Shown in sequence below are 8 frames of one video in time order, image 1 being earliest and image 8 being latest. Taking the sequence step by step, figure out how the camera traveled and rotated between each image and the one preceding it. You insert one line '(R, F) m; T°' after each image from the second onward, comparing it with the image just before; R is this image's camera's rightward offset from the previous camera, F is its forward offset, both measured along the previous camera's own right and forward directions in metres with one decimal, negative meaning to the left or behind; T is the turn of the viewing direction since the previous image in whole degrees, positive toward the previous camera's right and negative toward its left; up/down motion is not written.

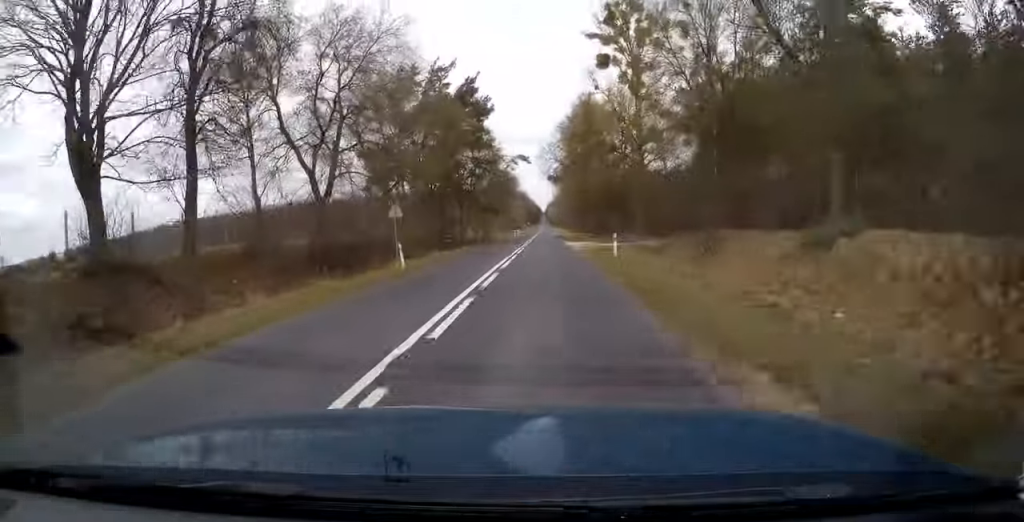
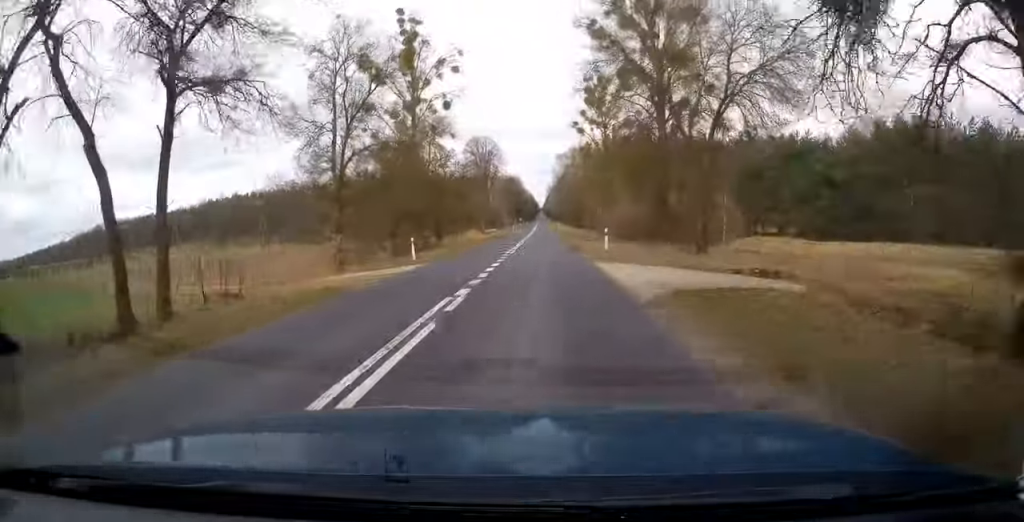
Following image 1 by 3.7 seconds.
(+0.4, +99.4) m; 0°
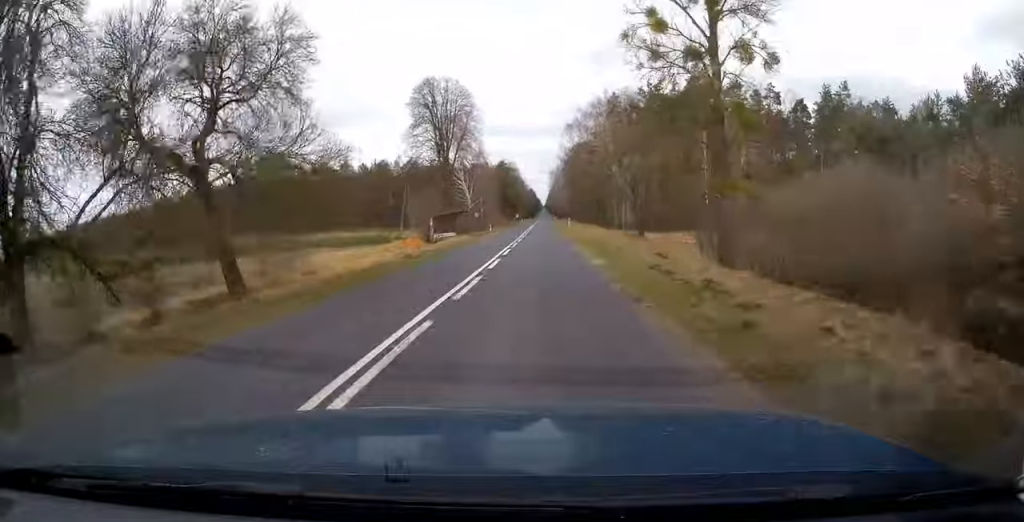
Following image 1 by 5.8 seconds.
(-0.2, +56.3) m; 0°
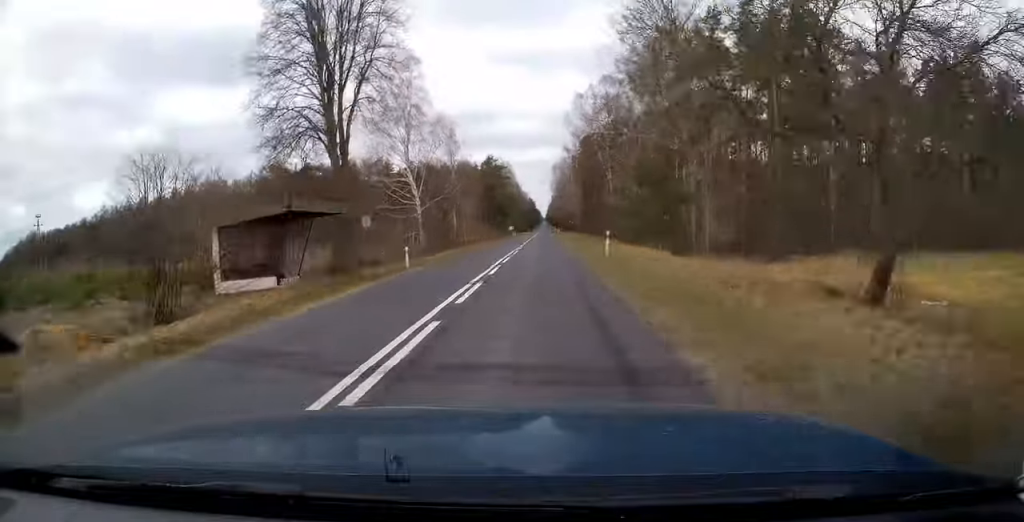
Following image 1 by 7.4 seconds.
(0.0, +44.2) m; 0°
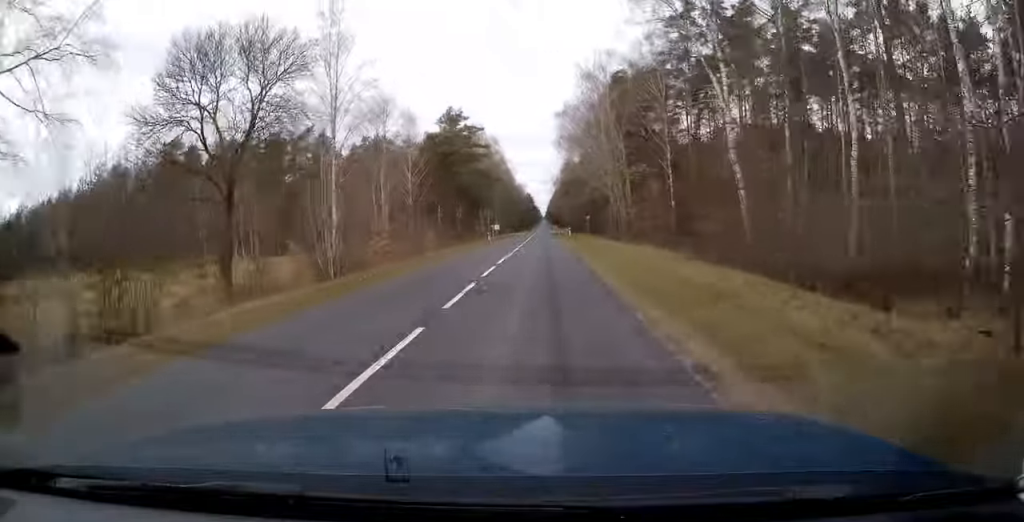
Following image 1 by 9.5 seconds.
(-0.2, +57.2) m; 0°
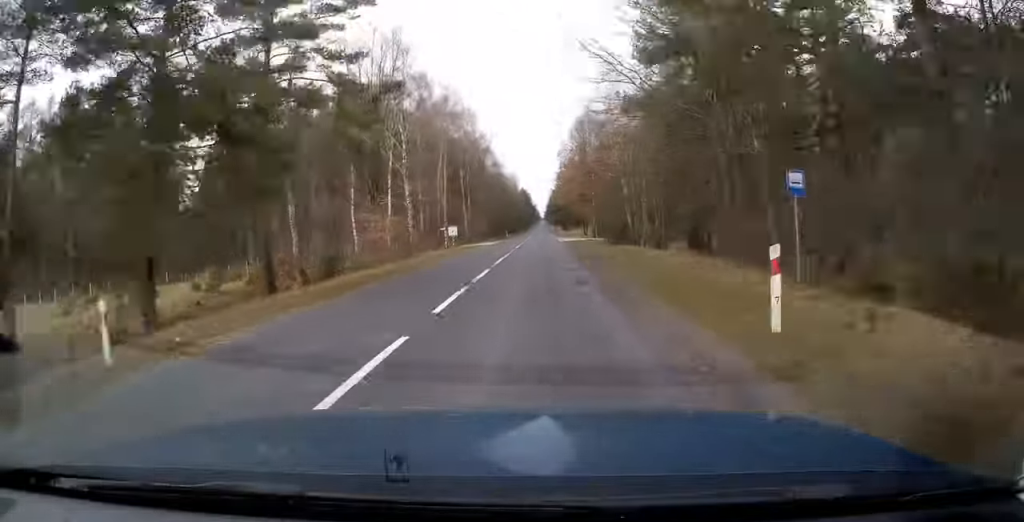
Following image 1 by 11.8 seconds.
(-0.1, +62.3) m; 0°
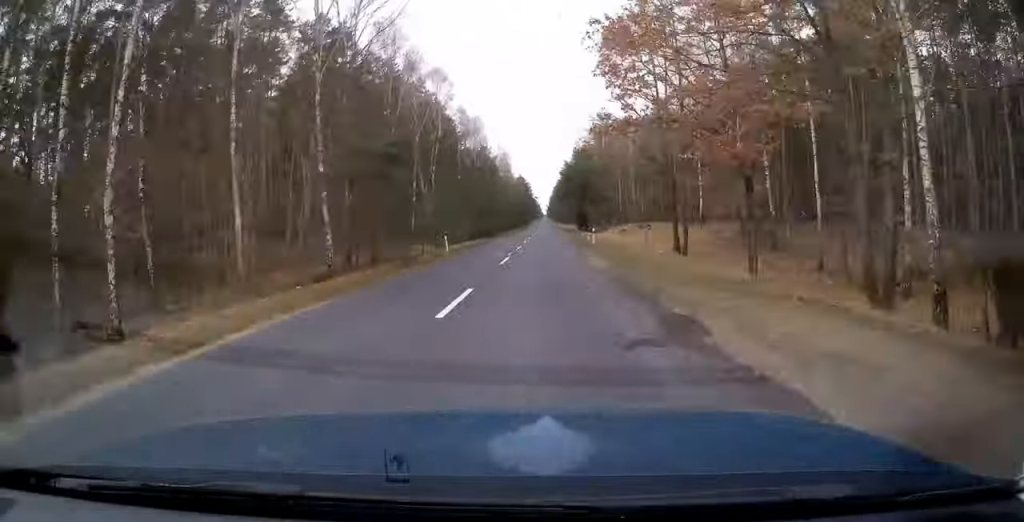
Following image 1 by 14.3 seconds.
(-0.2, +67.4) m; 0°
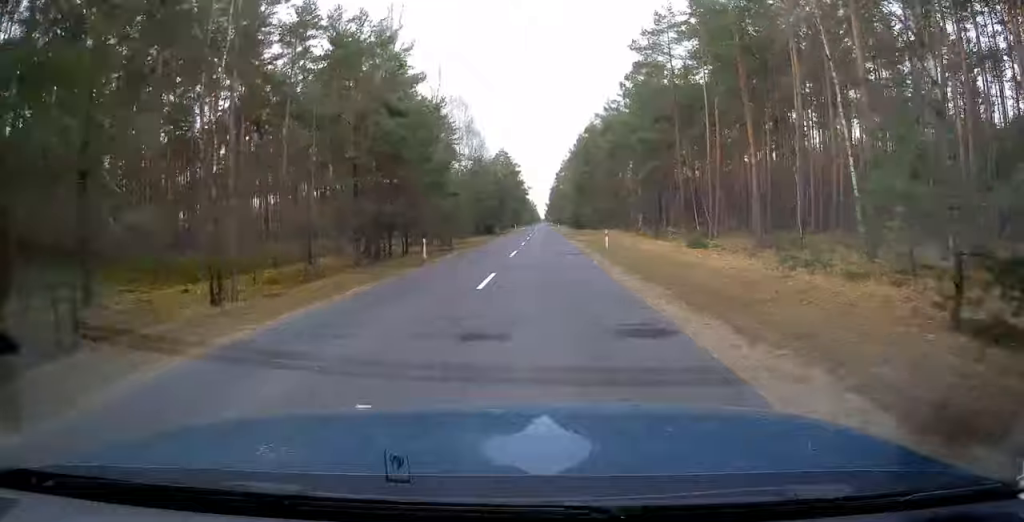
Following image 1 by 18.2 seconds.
(-0.1, +104.5) m; 0°
